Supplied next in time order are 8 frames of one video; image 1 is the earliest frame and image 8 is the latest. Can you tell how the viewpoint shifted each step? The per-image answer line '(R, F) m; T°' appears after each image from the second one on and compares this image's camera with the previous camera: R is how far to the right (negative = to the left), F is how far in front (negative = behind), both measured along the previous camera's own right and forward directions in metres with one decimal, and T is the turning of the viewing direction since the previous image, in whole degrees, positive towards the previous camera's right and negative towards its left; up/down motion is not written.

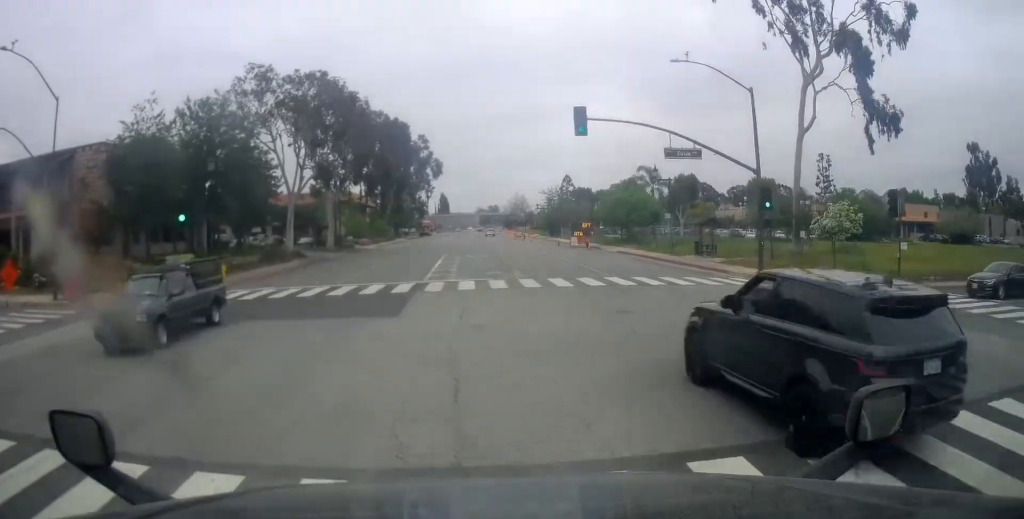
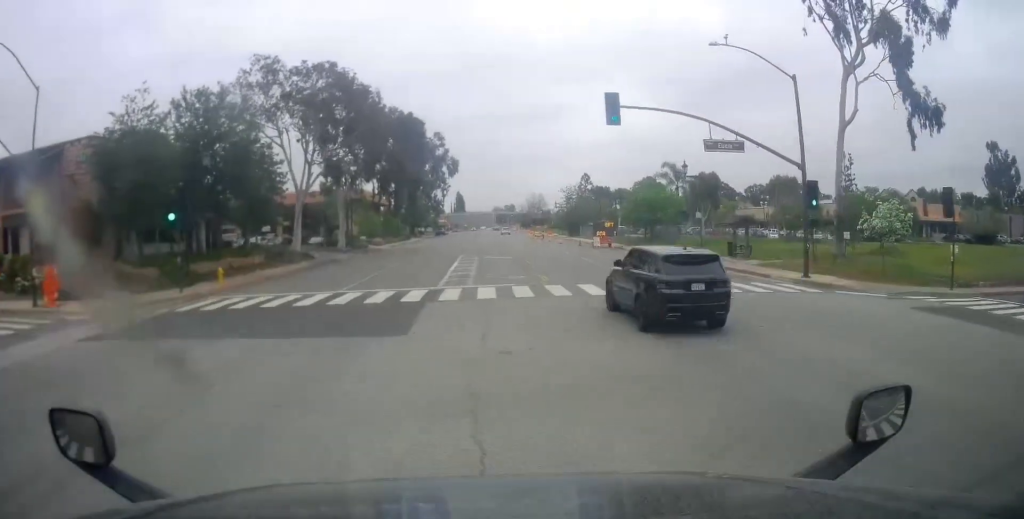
(-0.1, +3.0) m; -4°
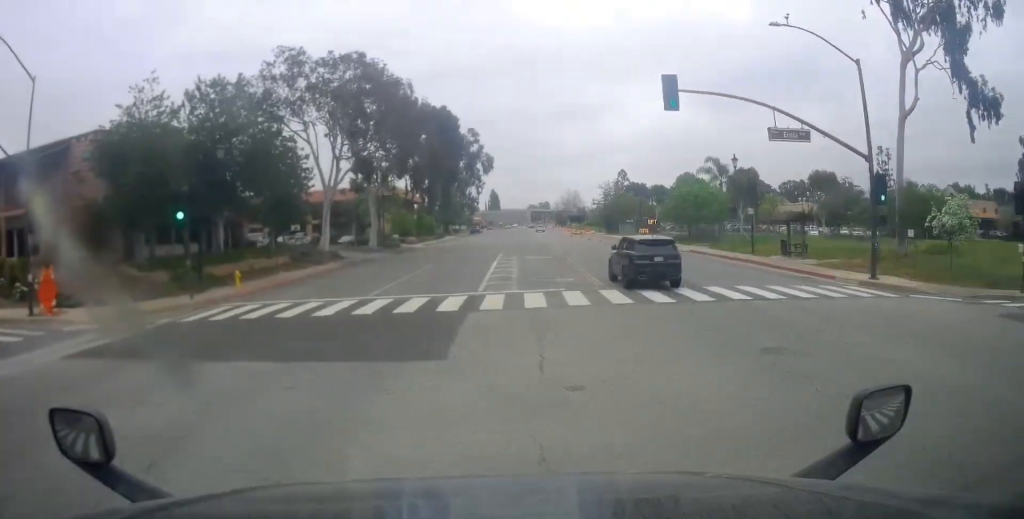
(-0.4, +2.8) m; -6°
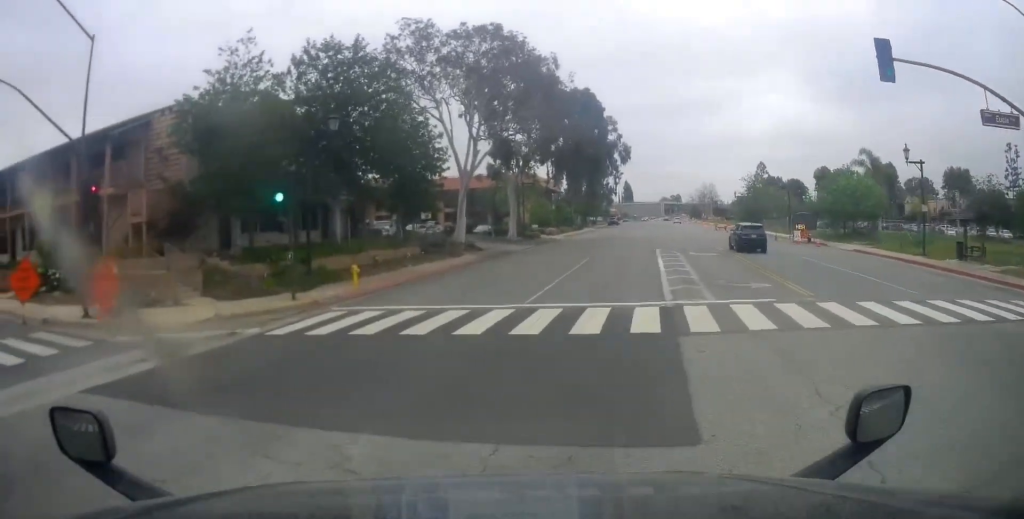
(-0.3, +5.0) m; -13°
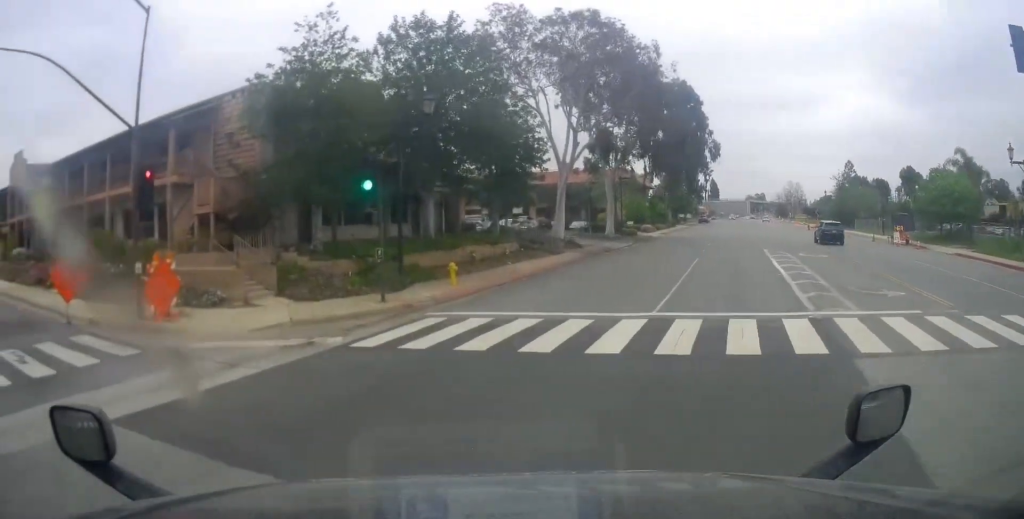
(-0.1, +2.2) m; -7°
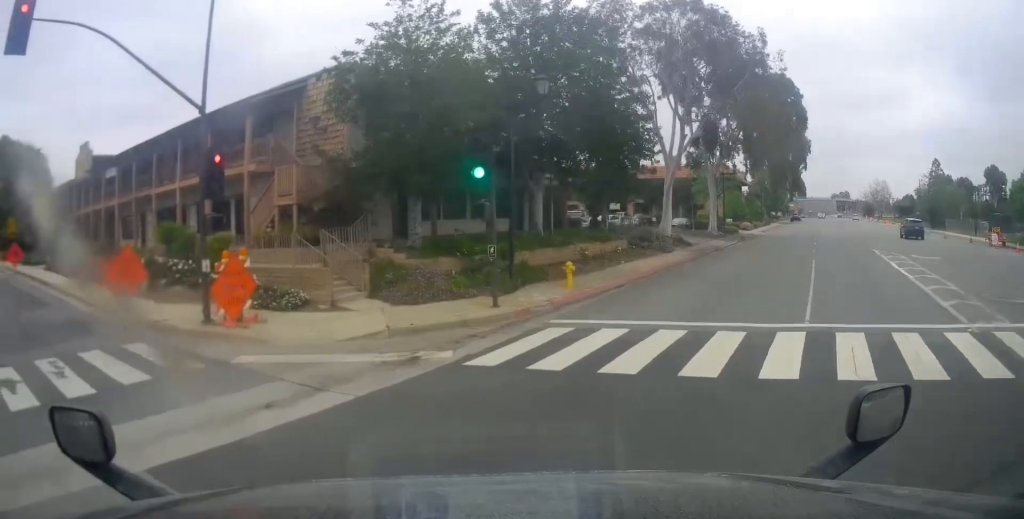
(-0.3, +2.0) m; -6°
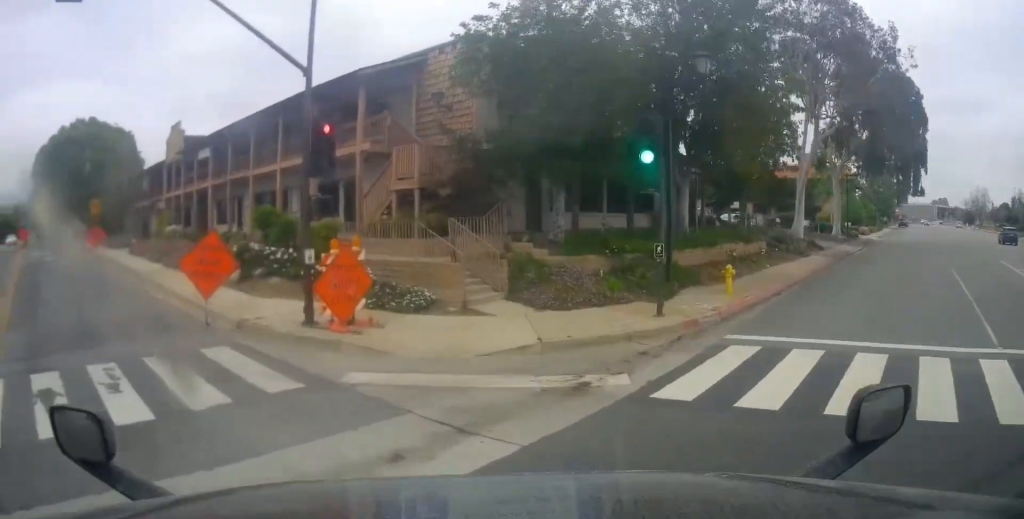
(-0.1, +2.2) m; -5°
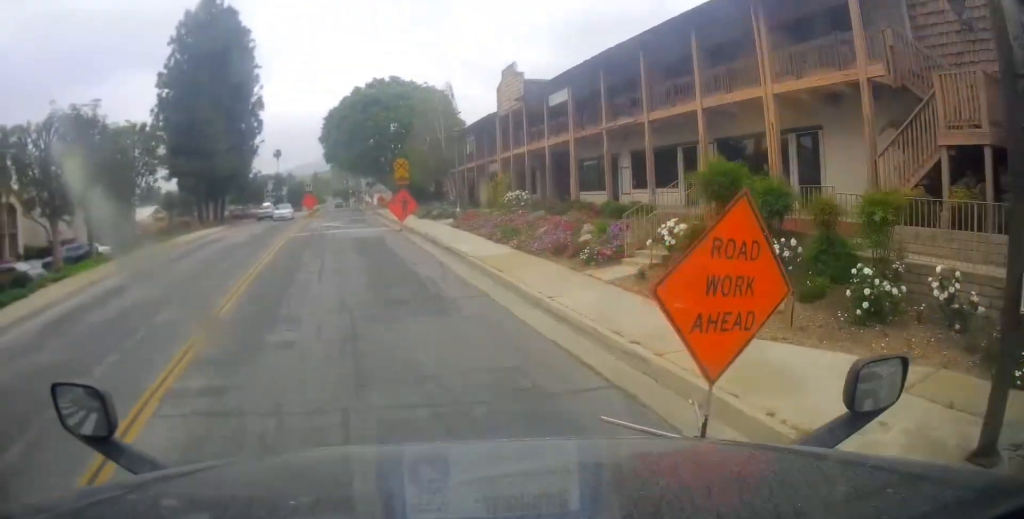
(-1.6, +8.1) m; -37°
